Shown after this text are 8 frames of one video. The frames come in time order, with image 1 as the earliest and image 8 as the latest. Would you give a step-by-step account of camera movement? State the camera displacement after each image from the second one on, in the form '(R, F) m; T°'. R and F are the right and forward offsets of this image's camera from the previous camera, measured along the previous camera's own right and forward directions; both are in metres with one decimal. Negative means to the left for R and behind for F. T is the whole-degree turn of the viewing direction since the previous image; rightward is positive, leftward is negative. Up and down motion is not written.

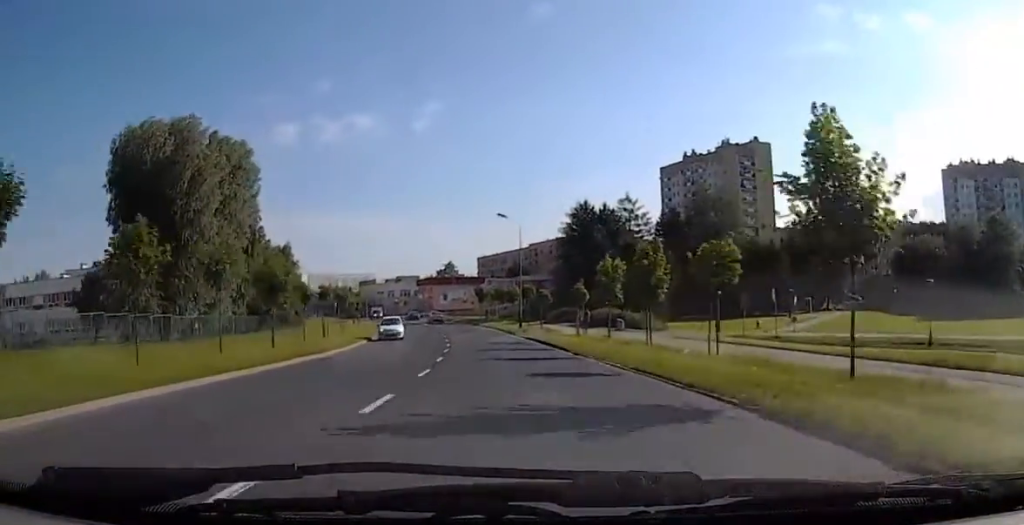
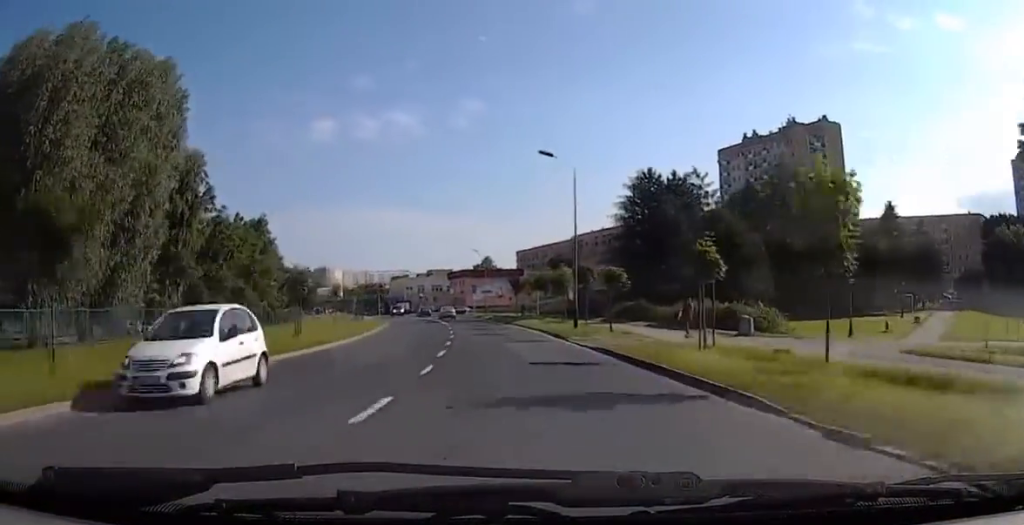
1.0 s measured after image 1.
(0.0, +20.2) m; 0°
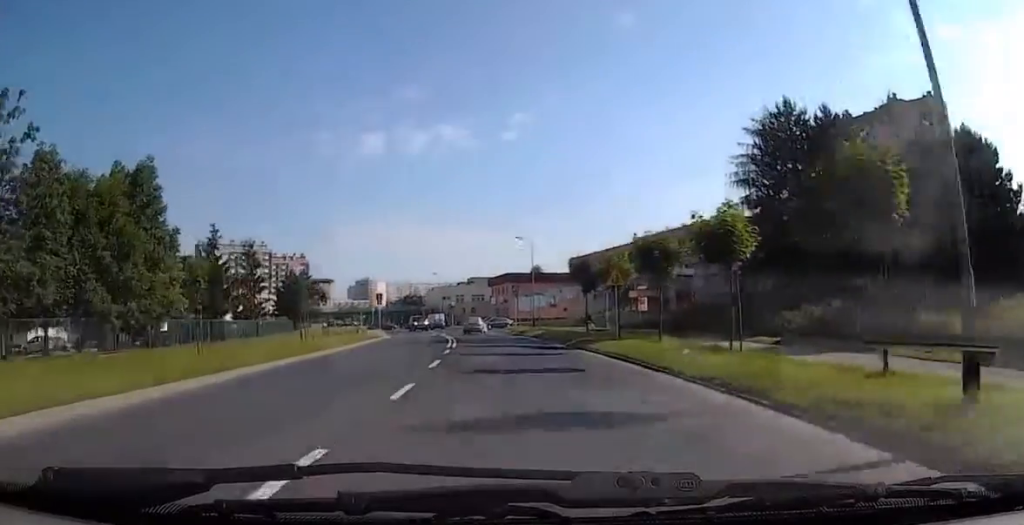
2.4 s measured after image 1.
(0.0, +26.2) m; 0°
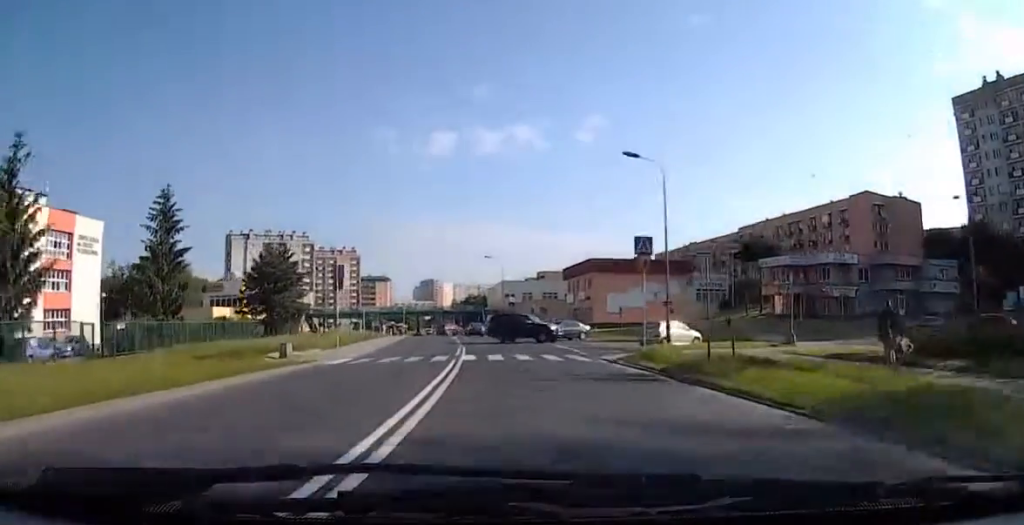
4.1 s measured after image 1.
(0.0, +29.1) m; 0°
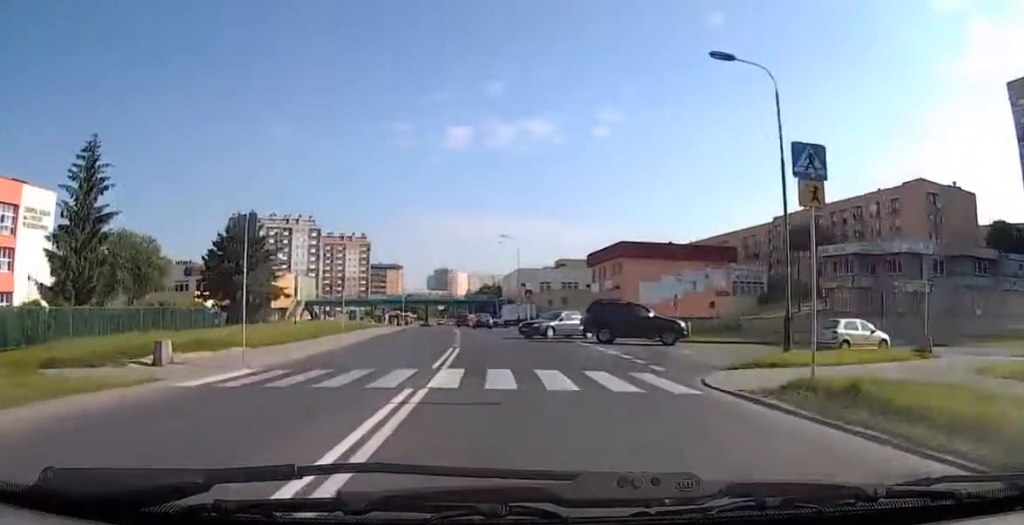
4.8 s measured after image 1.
(0.0, +11.1) m; 0°
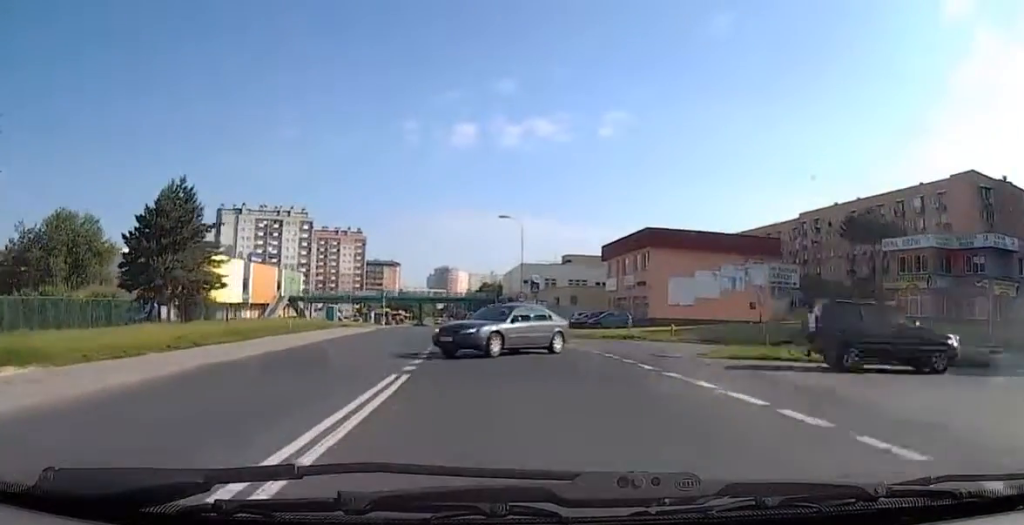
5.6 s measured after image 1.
(0.0, +11.7) m; 0°
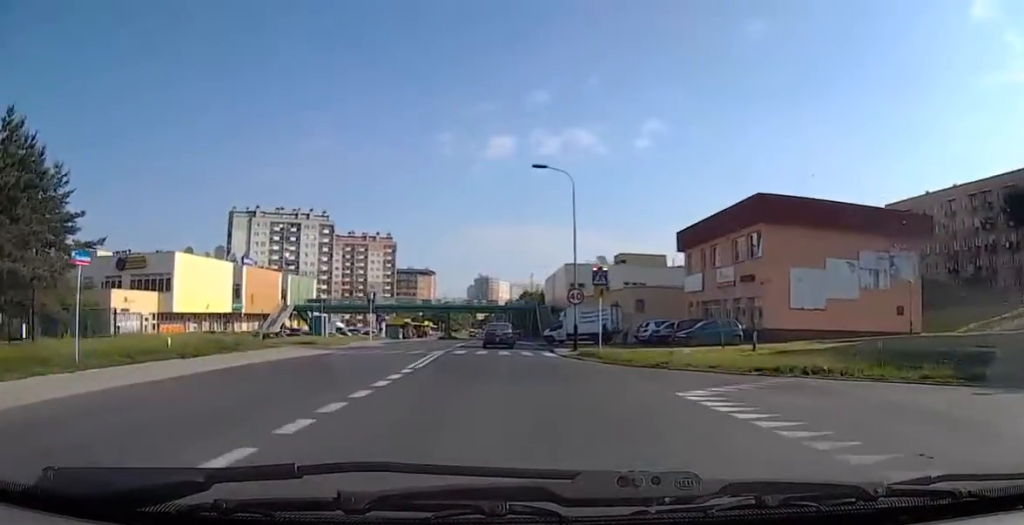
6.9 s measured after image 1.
(0.0, +19.8) m; 0°
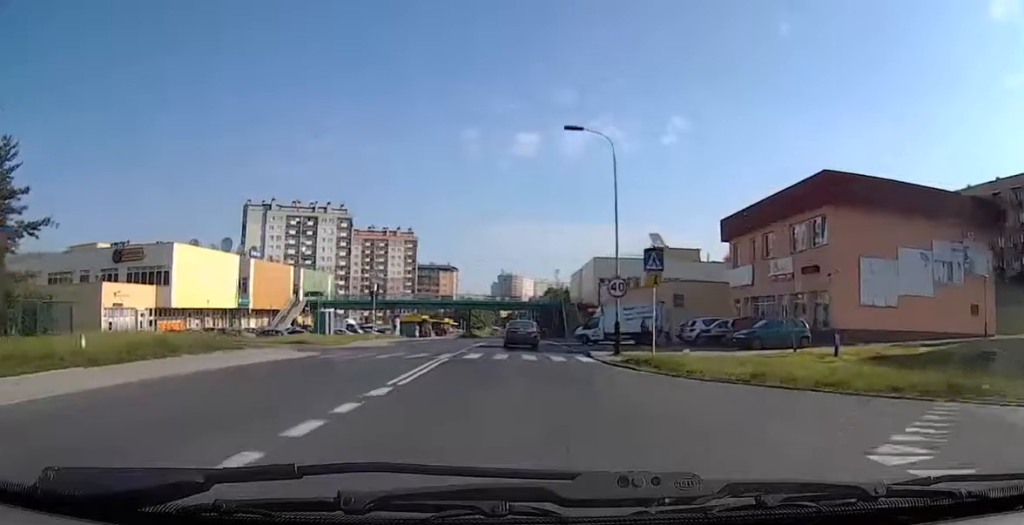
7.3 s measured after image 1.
(0.0, +5.5) m; -2°
